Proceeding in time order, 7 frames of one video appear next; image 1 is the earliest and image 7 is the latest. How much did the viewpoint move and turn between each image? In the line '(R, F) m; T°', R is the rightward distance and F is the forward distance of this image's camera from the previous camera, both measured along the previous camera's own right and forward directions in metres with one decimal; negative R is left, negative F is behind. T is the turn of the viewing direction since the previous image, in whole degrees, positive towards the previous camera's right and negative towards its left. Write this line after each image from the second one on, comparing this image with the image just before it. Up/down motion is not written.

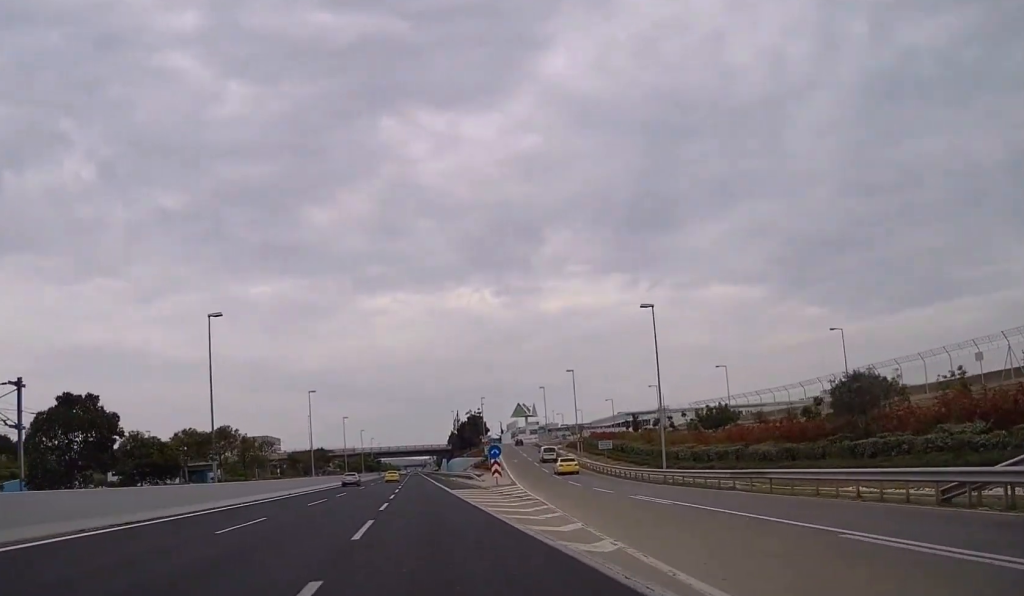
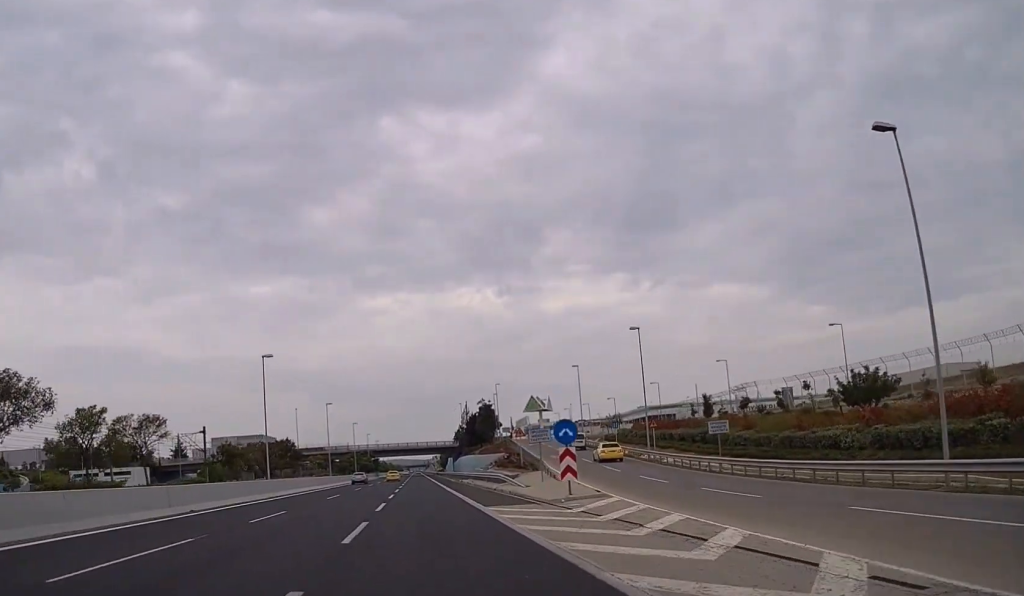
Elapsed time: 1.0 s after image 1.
(-0.1, +24.6) m; 0°
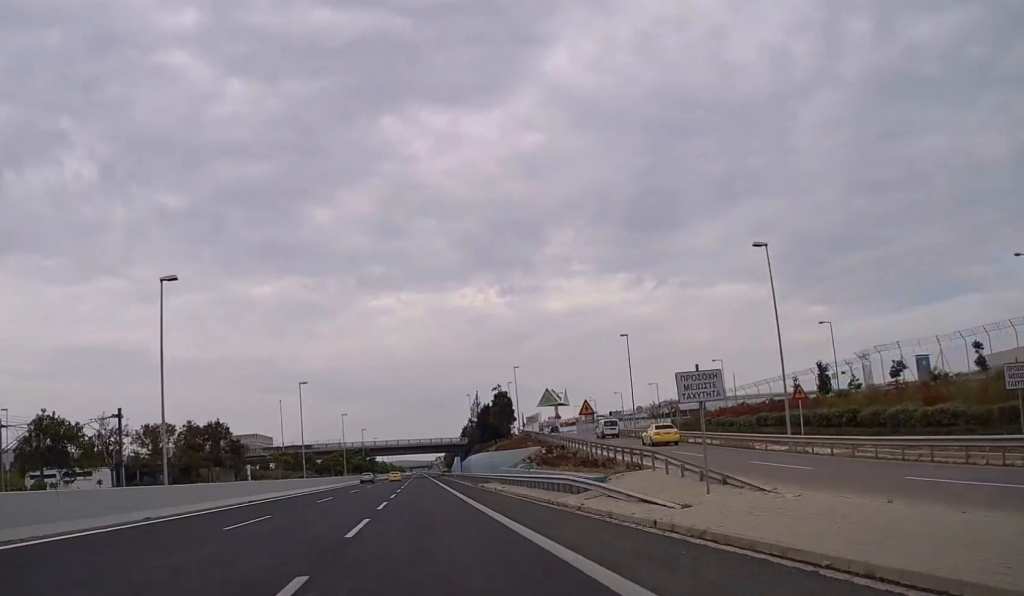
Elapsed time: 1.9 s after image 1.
(0.0, +23.1) m; 0°
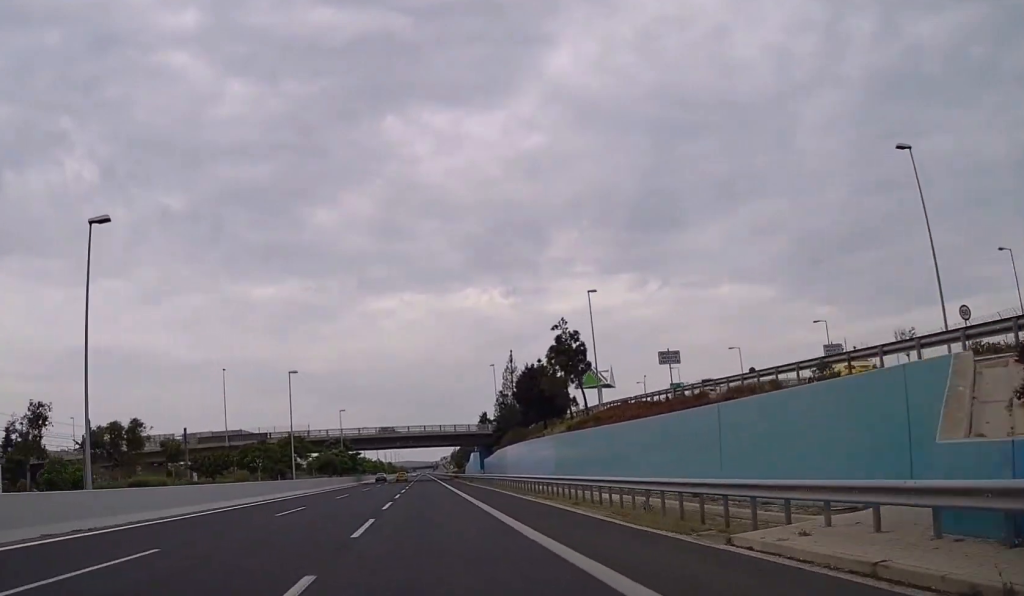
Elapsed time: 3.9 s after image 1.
(+0.1, +48.2) m; 0°
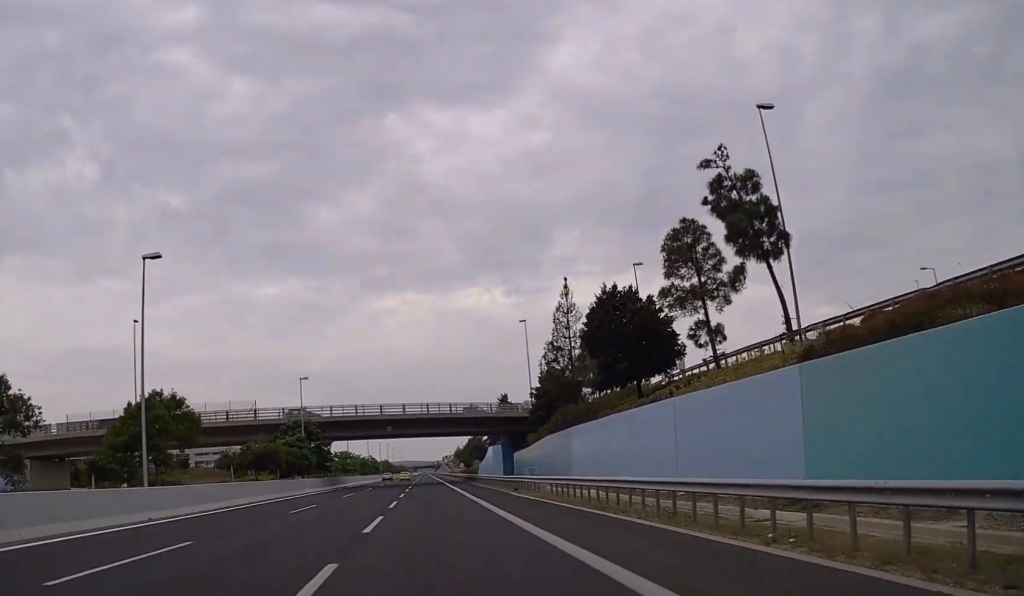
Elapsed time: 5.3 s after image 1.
(-0.1, +35.2) m; 0°
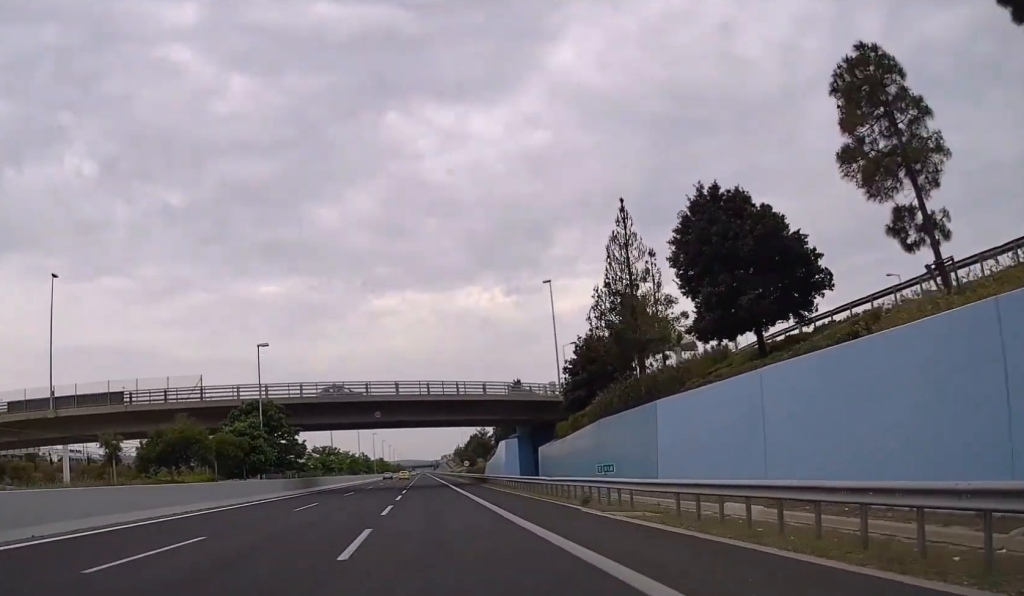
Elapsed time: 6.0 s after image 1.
(0.0, +17.6) m; 0°
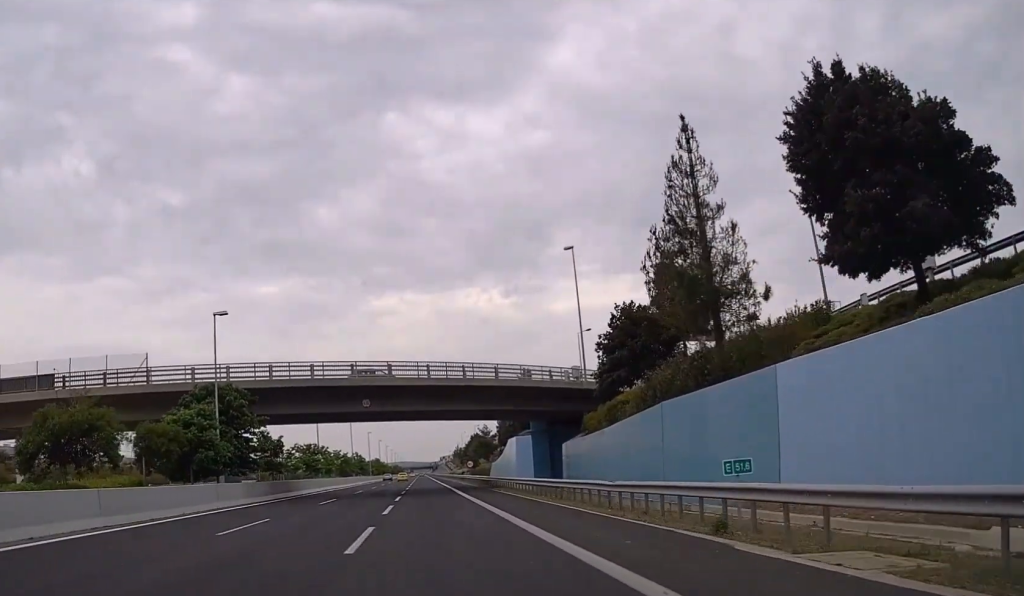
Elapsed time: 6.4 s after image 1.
(+0.1, +10.9) m; 0°
